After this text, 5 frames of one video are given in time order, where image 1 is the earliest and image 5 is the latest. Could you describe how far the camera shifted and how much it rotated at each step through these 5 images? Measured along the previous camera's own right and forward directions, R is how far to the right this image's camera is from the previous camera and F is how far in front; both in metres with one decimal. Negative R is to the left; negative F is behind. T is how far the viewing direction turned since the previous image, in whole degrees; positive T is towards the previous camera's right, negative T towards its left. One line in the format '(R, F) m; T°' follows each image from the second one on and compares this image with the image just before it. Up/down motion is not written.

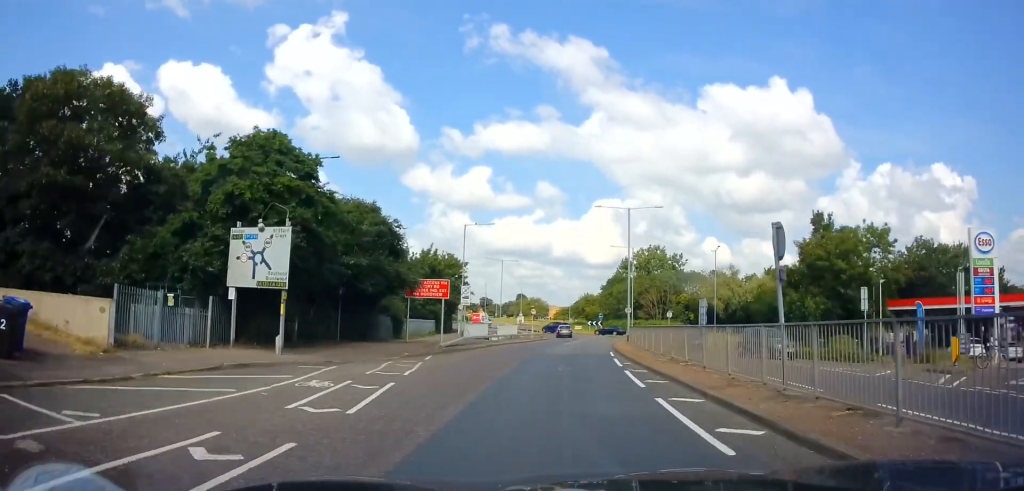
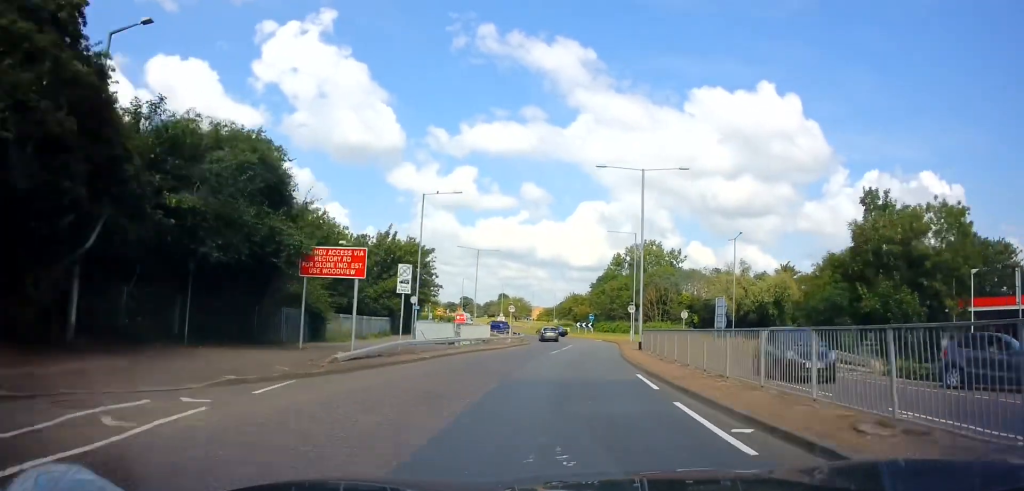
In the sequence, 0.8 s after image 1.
(+0.1, +12.3) m; +2°
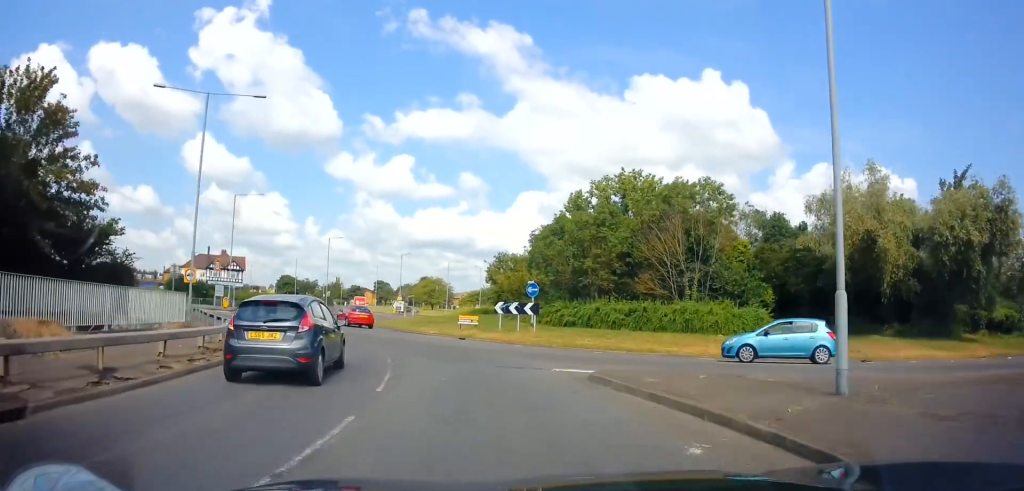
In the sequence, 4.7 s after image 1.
(+3.8, +46.9) m; +6°
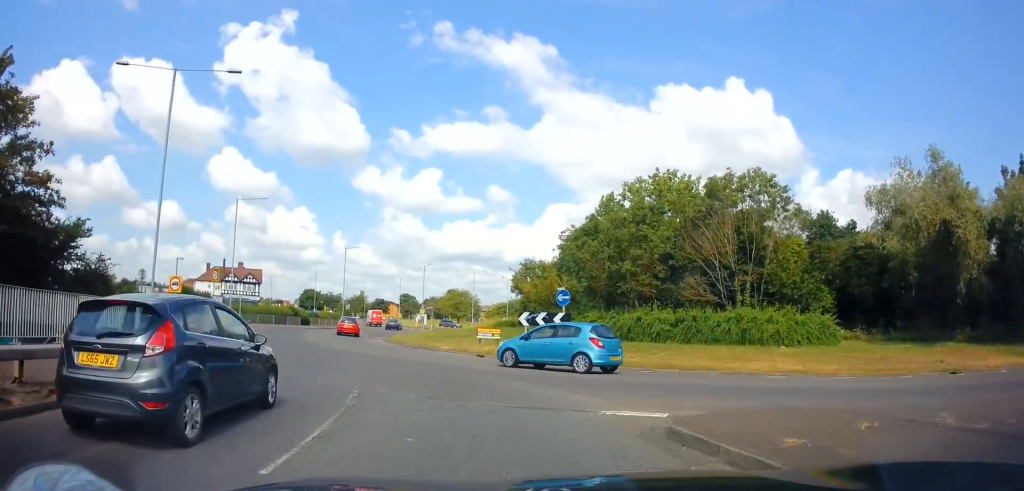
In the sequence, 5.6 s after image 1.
(-0.5, +5.3) m; -3°
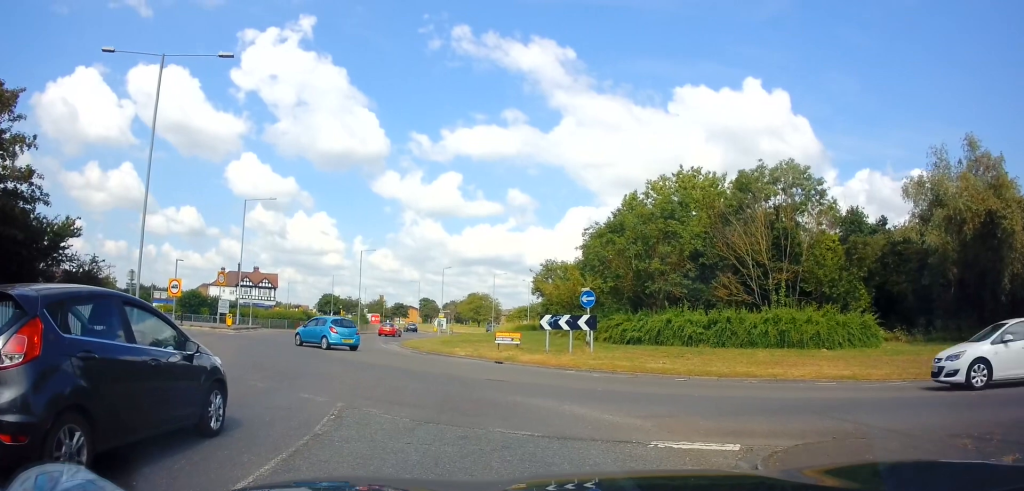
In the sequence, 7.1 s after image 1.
(+0.2, +2.9) m; +4°
